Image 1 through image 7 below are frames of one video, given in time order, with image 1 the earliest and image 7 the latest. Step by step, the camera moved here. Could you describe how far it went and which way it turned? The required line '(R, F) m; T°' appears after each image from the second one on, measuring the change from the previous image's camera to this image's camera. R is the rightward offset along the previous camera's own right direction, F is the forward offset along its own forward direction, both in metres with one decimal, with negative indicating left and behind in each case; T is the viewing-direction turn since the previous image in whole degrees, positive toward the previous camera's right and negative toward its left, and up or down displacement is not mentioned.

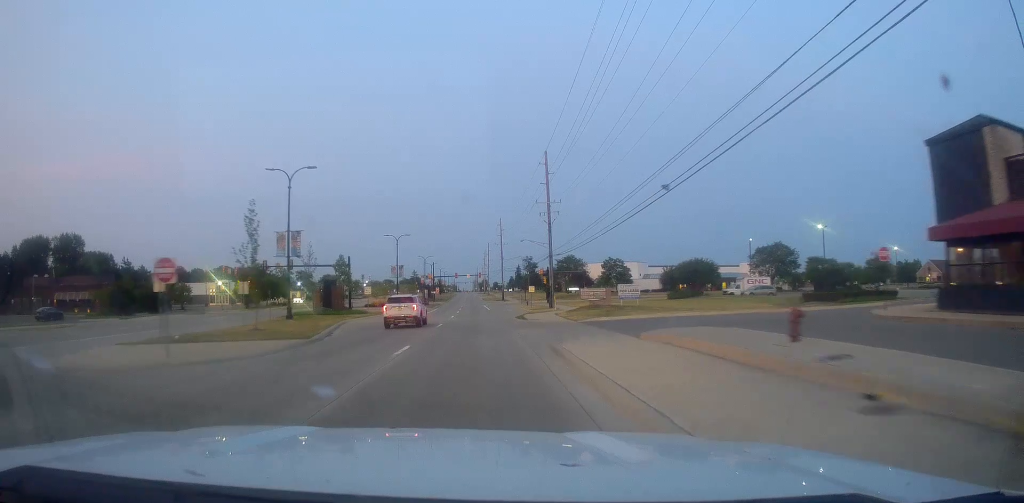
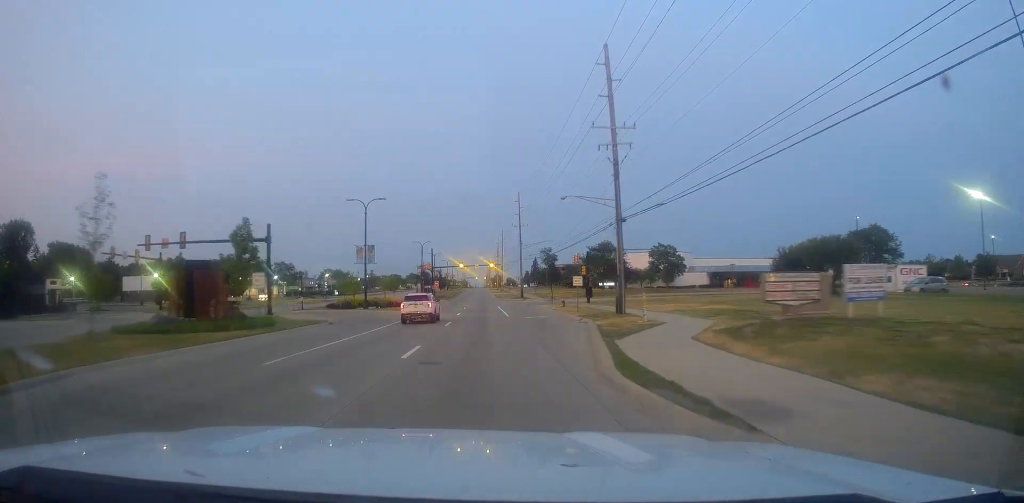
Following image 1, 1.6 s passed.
(0.0, +30.8) m; 0°
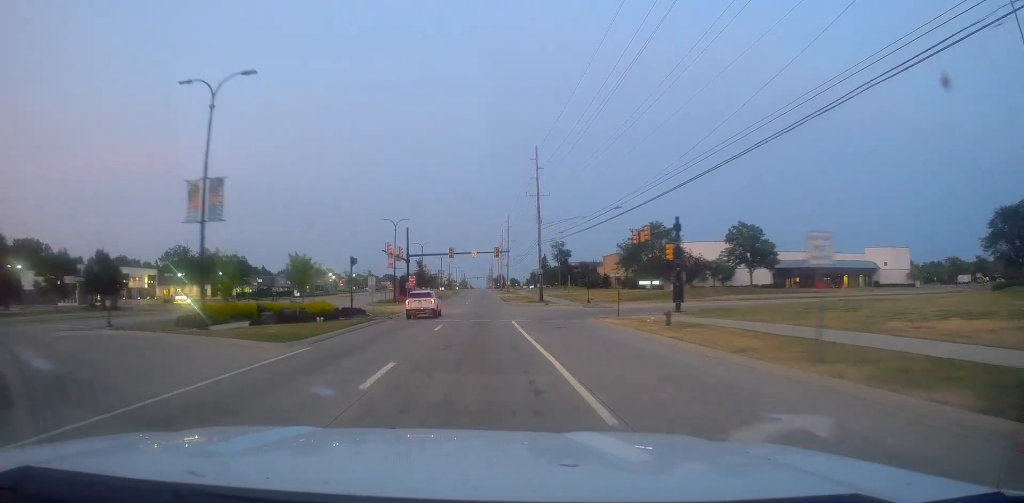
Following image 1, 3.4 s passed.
(-0.1, +34.8) m; -1°
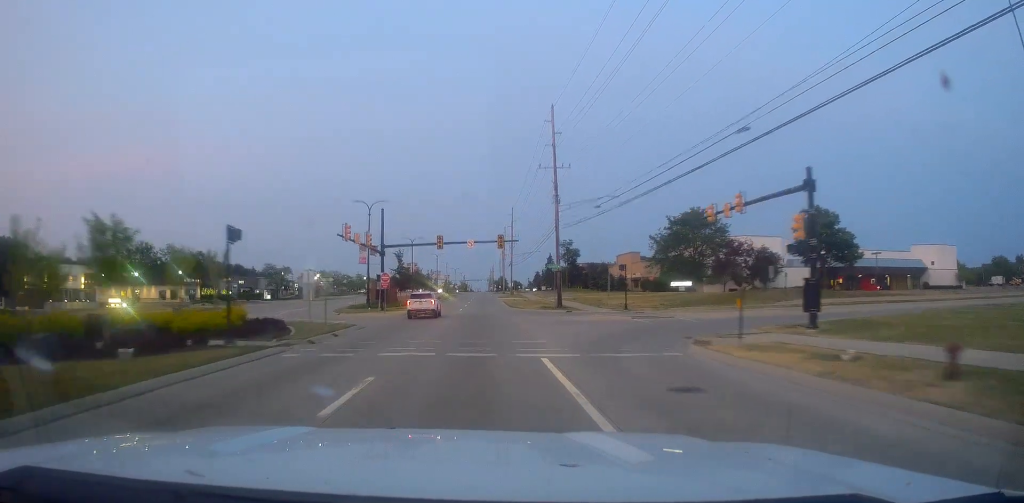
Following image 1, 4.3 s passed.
(-0.3, +17.6) m; 0°
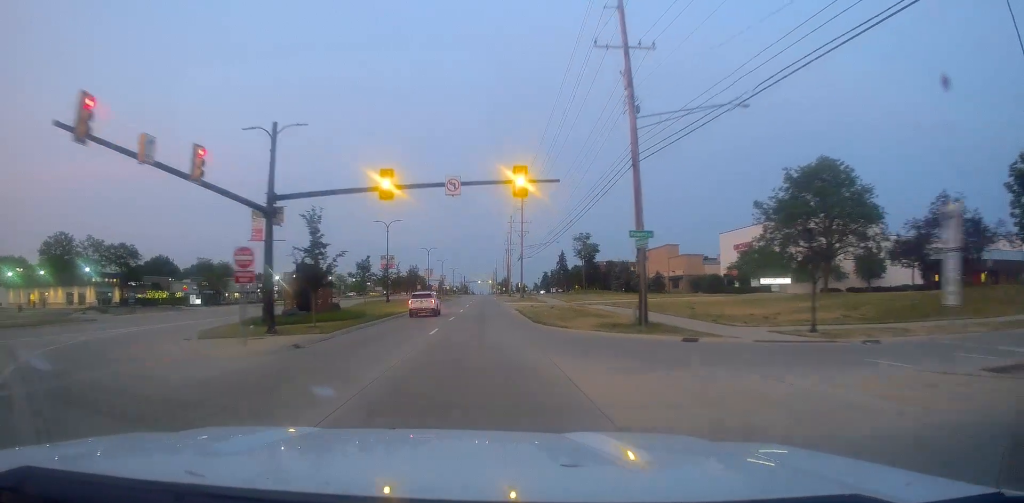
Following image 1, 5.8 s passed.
(-0.2, +29.4) m; -1°
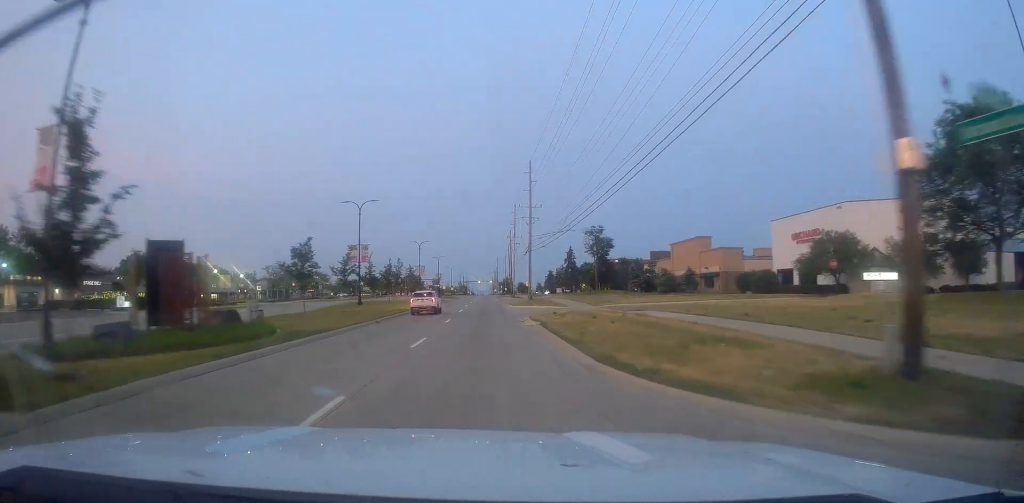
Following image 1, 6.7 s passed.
(-0.1, +18.1) m; +1°
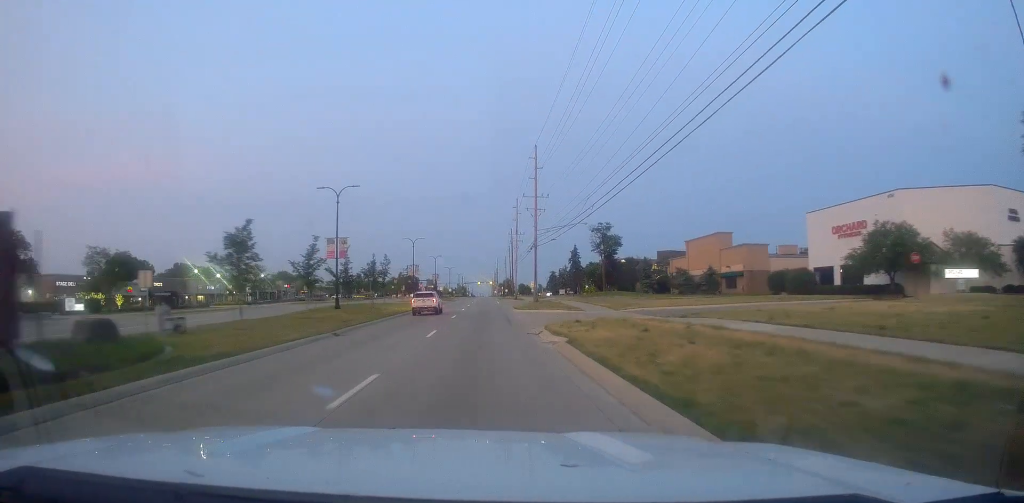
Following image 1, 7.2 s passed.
(+0.2, +9.4) m; +1°
